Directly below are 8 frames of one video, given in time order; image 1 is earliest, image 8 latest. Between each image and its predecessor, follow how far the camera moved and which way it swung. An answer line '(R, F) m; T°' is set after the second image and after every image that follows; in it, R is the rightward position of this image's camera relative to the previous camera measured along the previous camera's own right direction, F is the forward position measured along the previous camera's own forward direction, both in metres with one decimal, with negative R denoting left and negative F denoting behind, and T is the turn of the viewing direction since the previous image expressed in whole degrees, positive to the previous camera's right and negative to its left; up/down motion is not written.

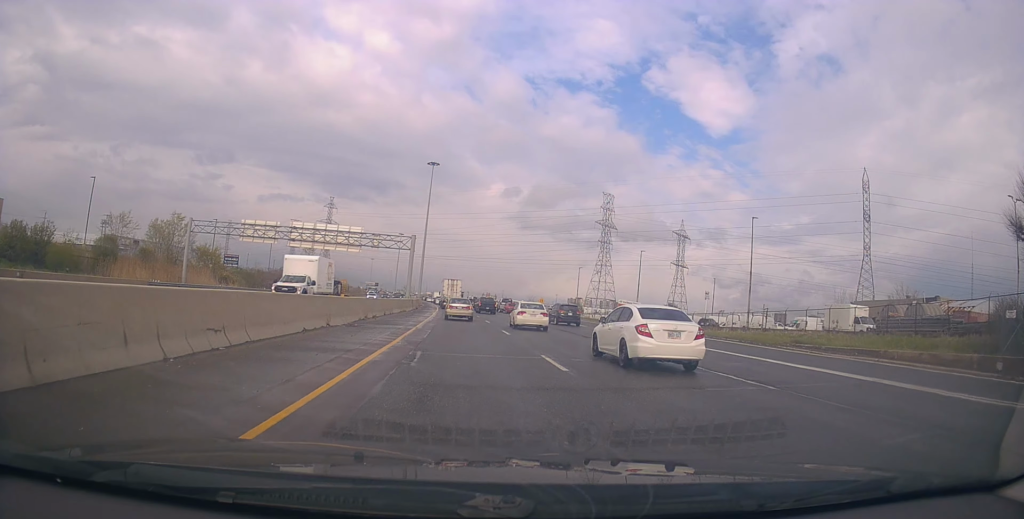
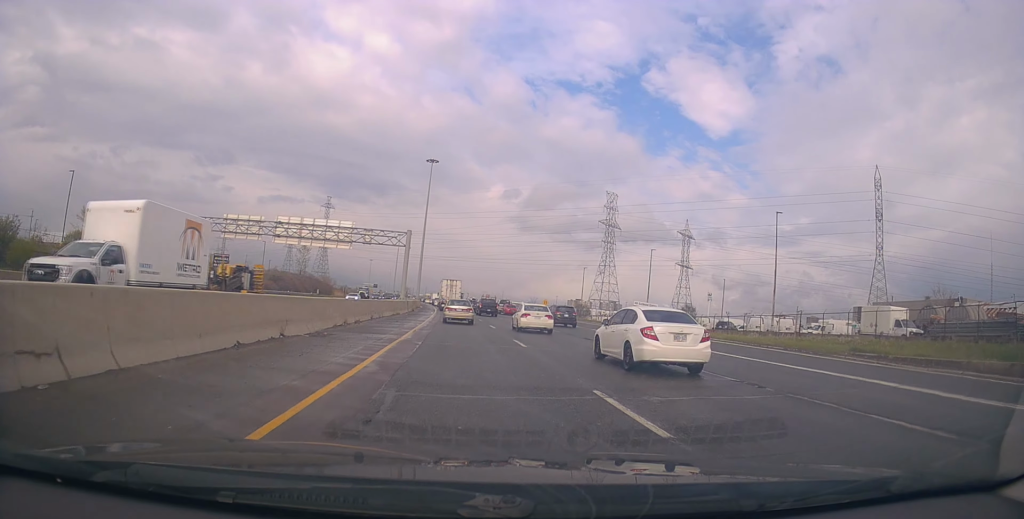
(0.0, +5.1) m; 0°
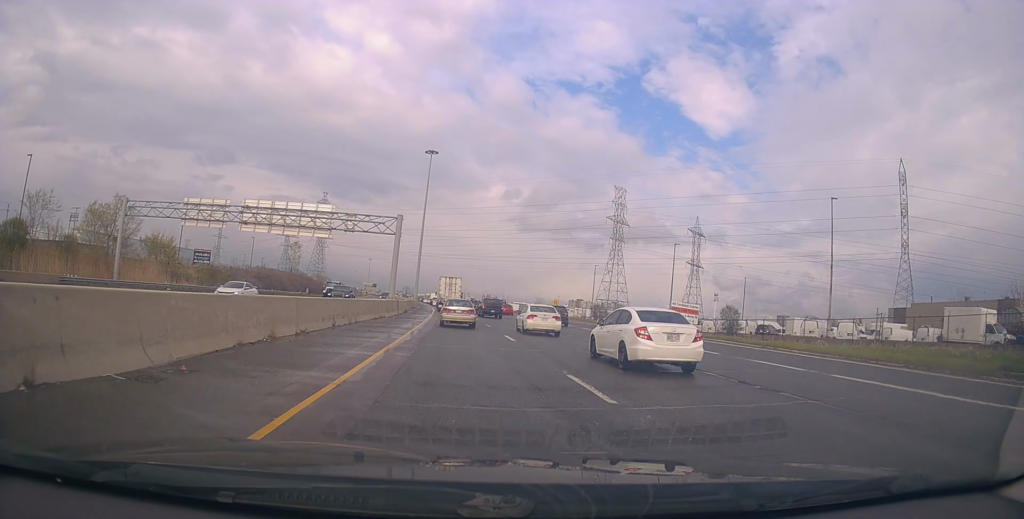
(+0.1, +9.3) m; 0°
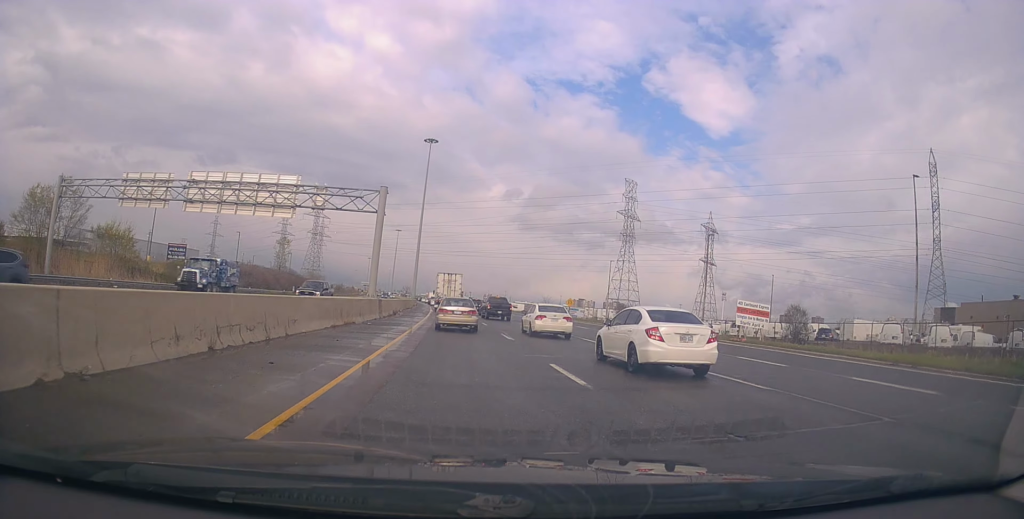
(-0.1, +11.0) m; -2°
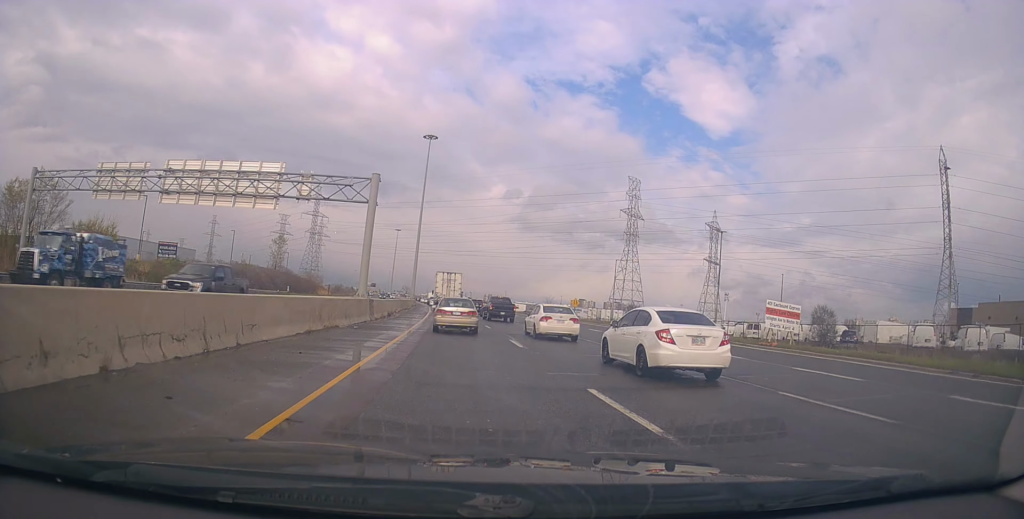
(-0.1, +3.5) m; 0°
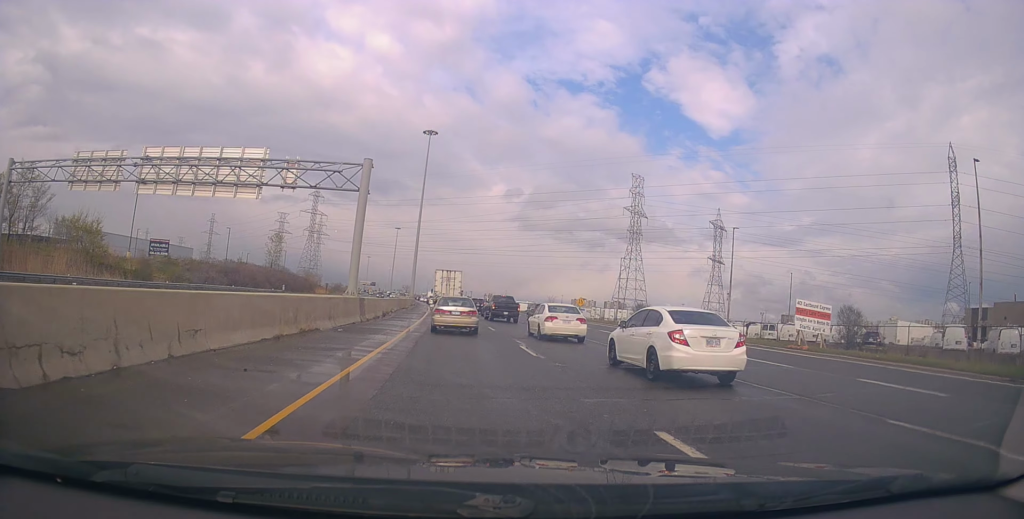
(0.0, +3.0) m; 0°
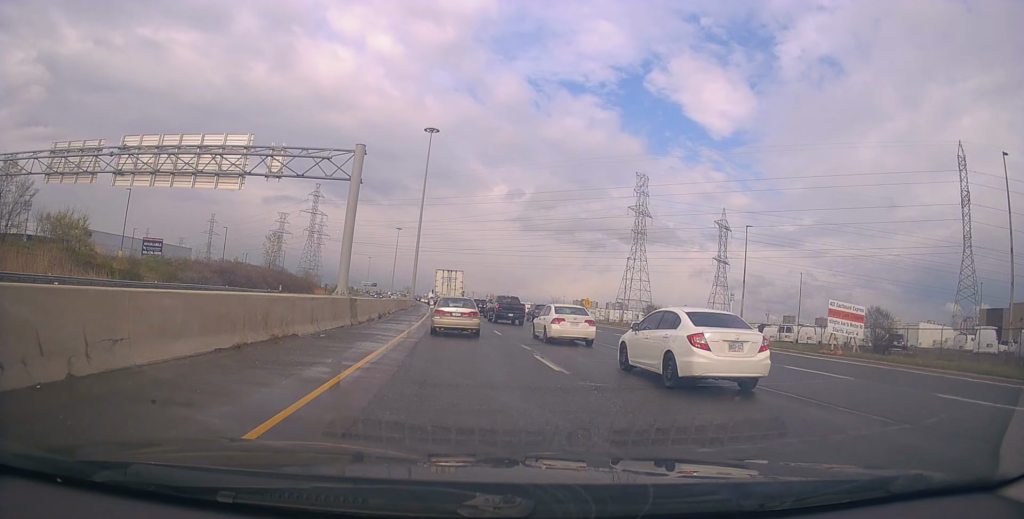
(+0.1, +2.8) m; +1°
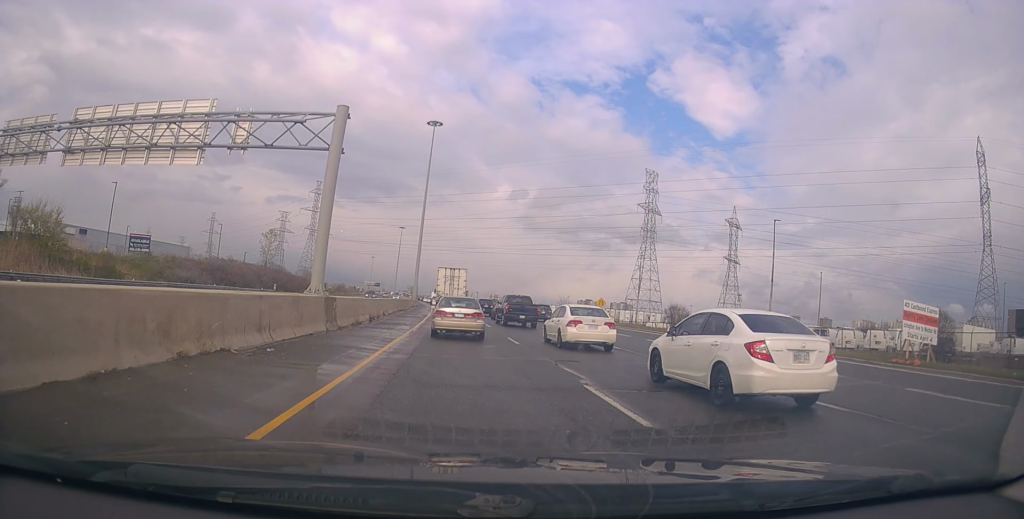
(+0.1, +5.3) m; 0°
